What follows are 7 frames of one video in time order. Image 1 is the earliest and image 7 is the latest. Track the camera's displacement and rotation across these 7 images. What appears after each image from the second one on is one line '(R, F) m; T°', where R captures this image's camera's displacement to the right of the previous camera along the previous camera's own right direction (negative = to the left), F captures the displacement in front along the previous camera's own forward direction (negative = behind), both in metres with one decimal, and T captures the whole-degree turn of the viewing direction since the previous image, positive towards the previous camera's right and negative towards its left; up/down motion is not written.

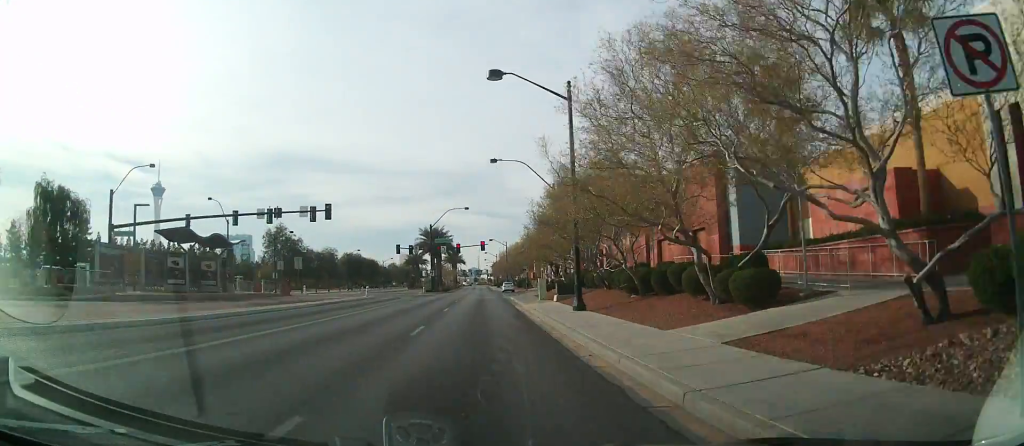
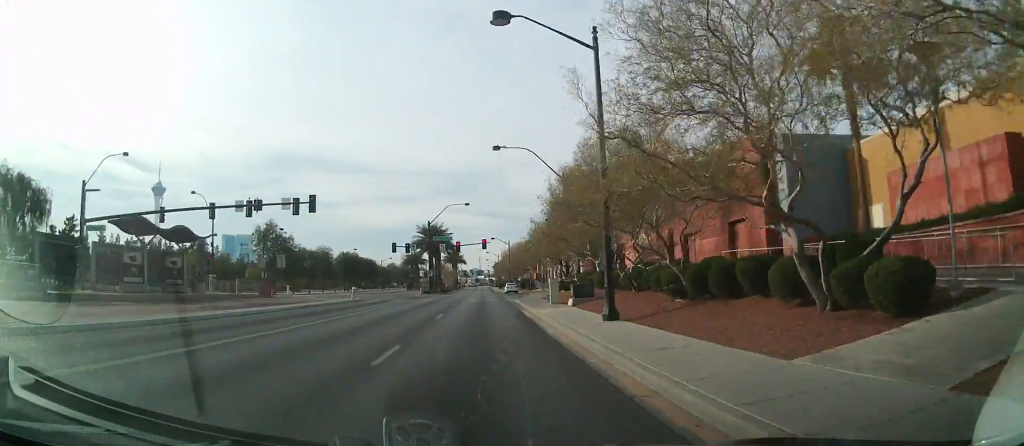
(-0.3, +5.5) m; 0°
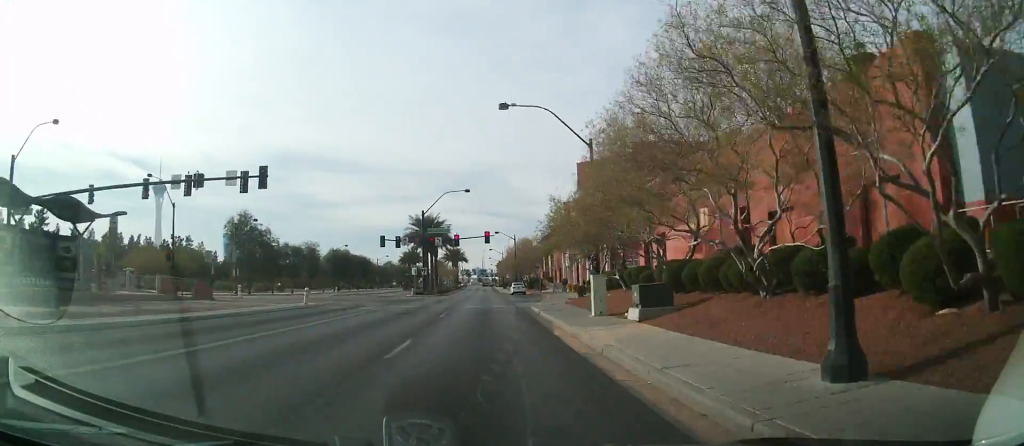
(+0.4, +11.5) m; +2°
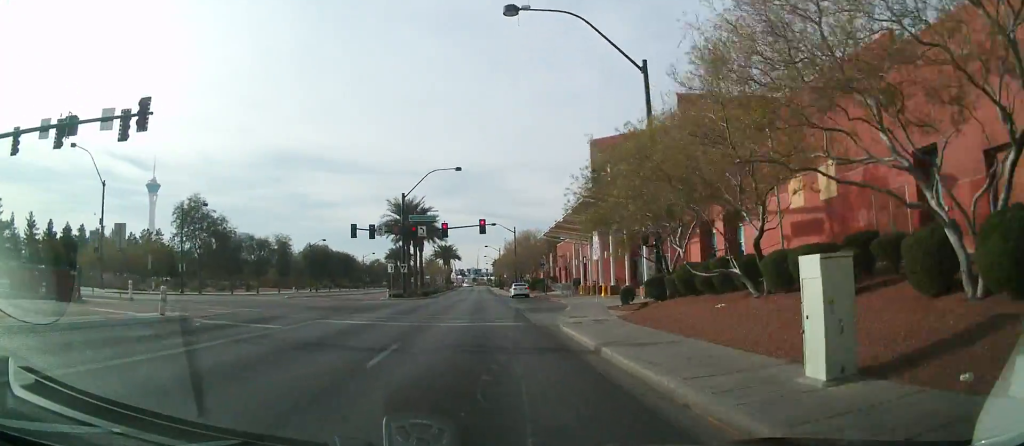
(0.0, +13.5) m; -1°
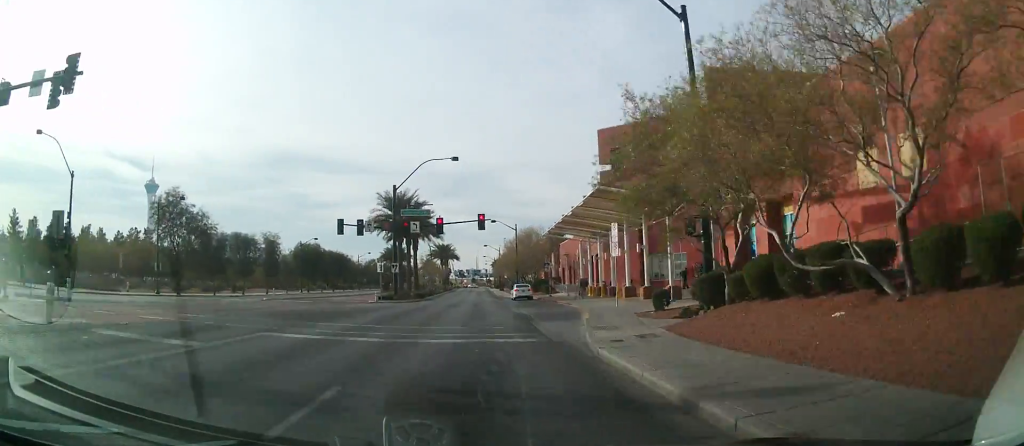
(0.0, +5.2) m; -1°
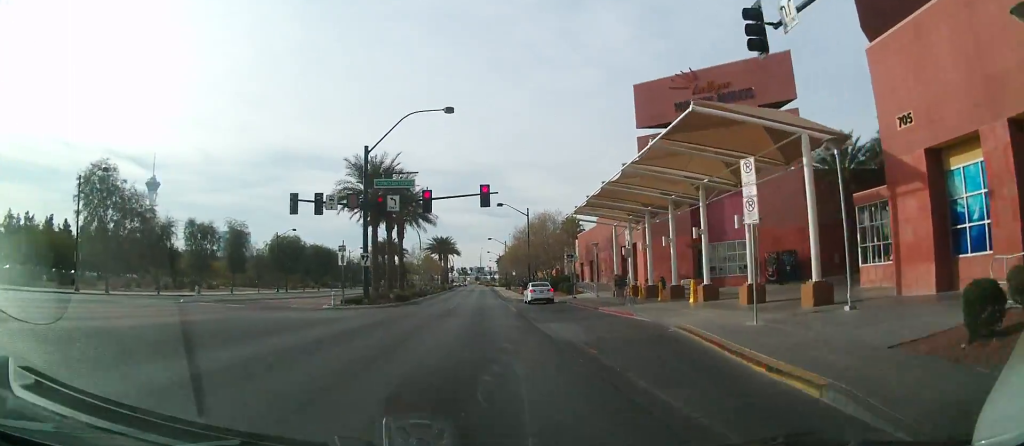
(-0.1, +14.6) m; 0°
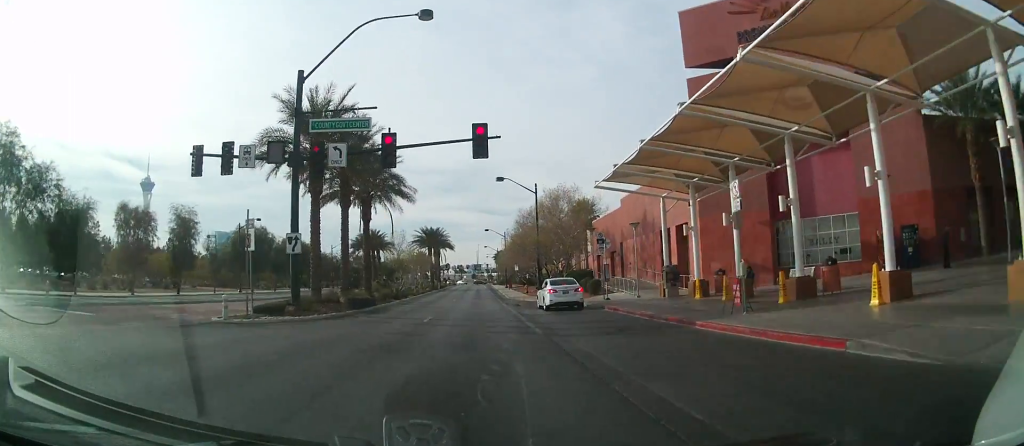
(0.0, +13.8) m; 0°
